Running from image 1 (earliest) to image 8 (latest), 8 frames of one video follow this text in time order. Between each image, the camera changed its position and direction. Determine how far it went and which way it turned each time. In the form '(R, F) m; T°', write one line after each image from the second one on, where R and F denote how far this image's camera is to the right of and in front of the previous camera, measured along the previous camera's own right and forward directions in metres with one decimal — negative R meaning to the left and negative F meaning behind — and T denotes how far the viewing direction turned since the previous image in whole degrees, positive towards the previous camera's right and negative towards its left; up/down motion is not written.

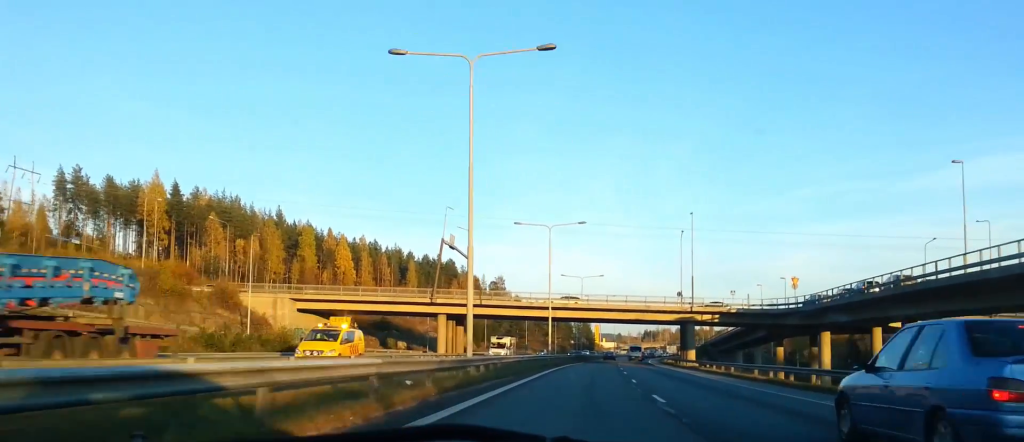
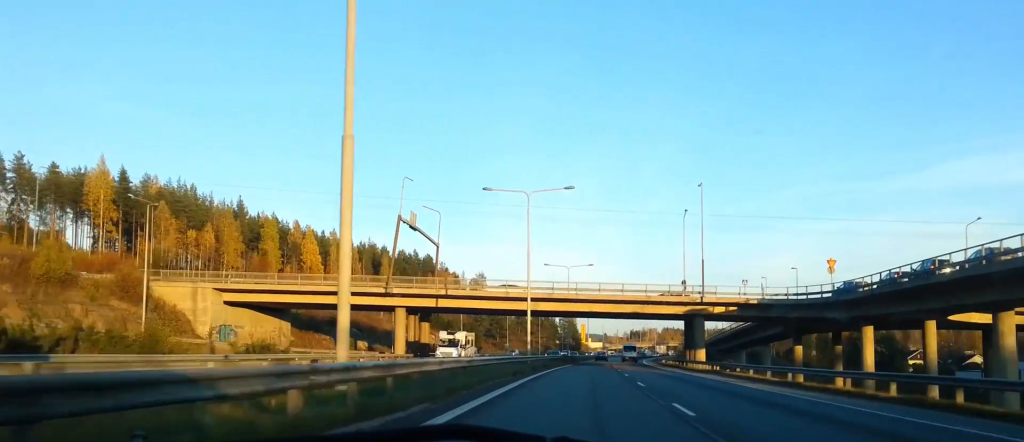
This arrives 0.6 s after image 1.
(0.0, +15.4) m; +1°
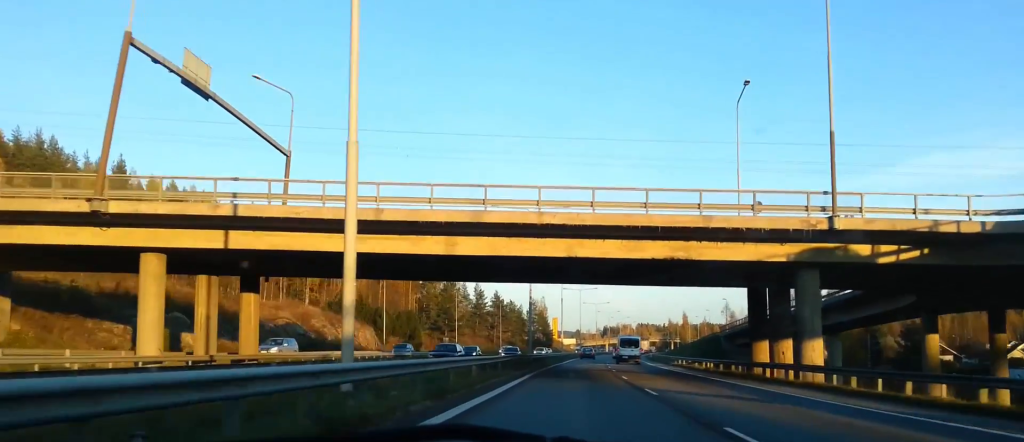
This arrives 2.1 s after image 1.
(+0.8, +40.8) m; +2°
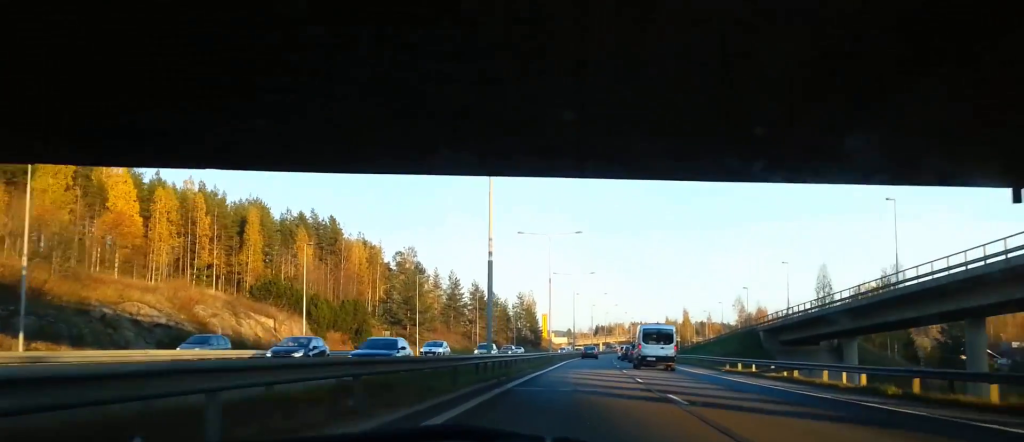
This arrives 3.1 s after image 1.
(+0.1, +27.9) m; +1°
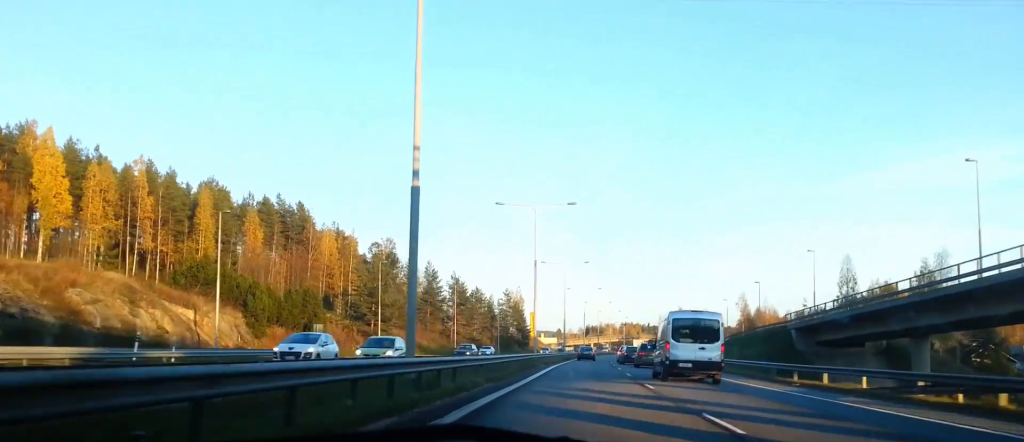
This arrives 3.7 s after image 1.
(+0.2, +16.0) m; +1°
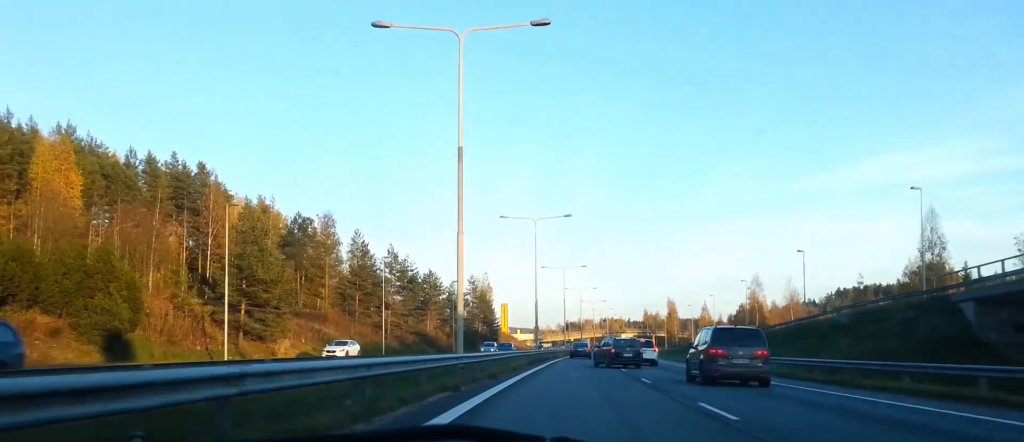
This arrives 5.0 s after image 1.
(+0.2, +34.8) m; +1°
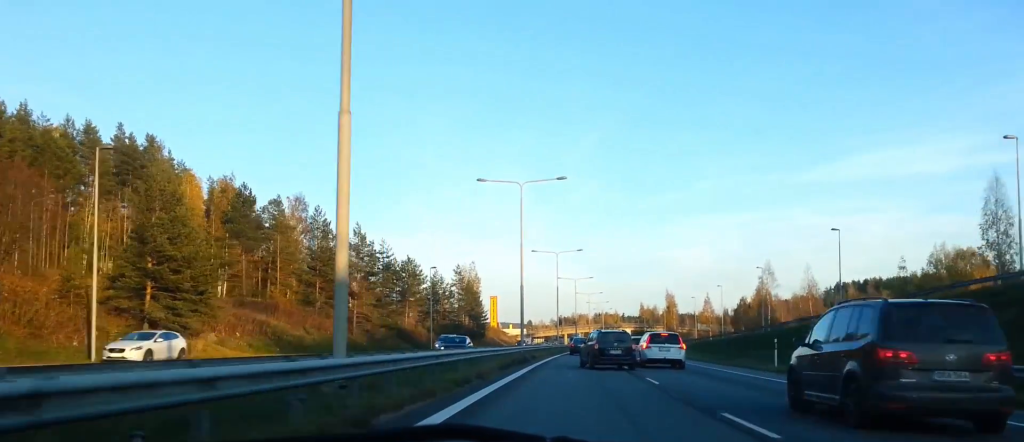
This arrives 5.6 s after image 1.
(0.0, +14.8) m; +1°
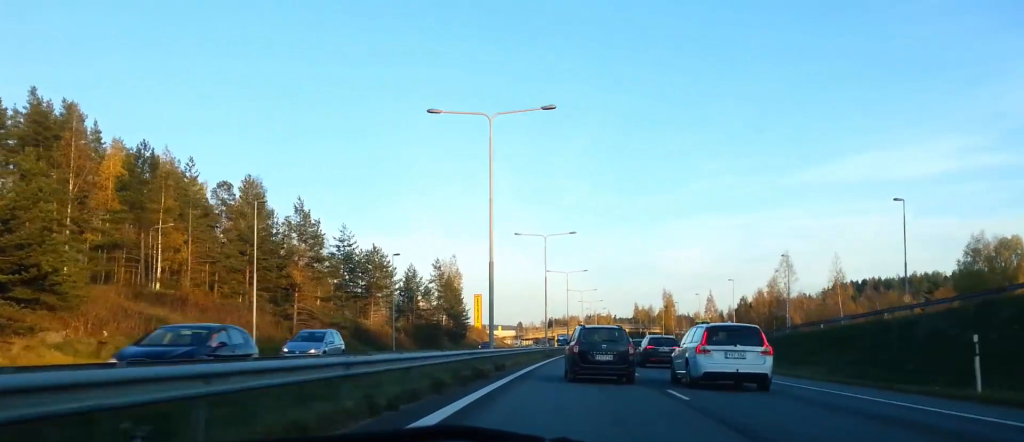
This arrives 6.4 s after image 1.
(+0.4, +18.2) m; +1°
